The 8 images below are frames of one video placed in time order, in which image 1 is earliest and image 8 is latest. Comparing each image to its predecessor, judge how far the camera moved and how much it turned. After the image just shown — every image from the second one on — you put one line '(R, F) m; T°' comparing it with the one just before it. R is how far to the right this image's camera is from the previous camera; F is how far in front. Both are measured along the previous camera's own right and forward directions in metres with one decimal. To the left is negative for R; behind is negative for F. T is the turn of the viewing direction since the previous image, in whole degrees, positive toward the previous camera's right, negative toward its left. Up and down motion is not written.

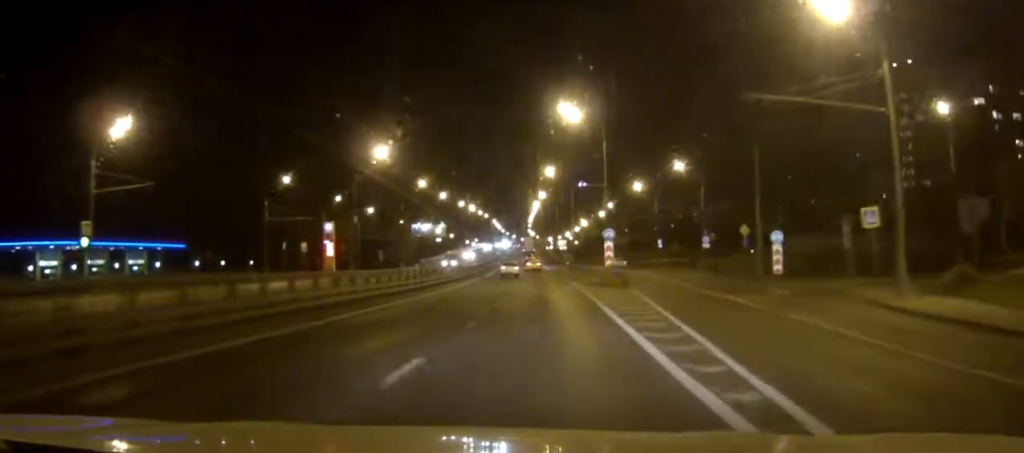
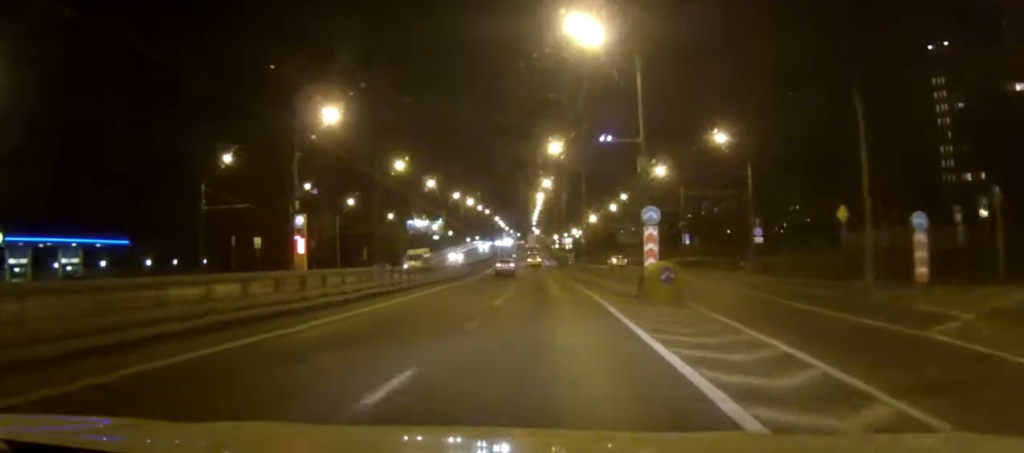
(0.0, +17.3) m; 0°
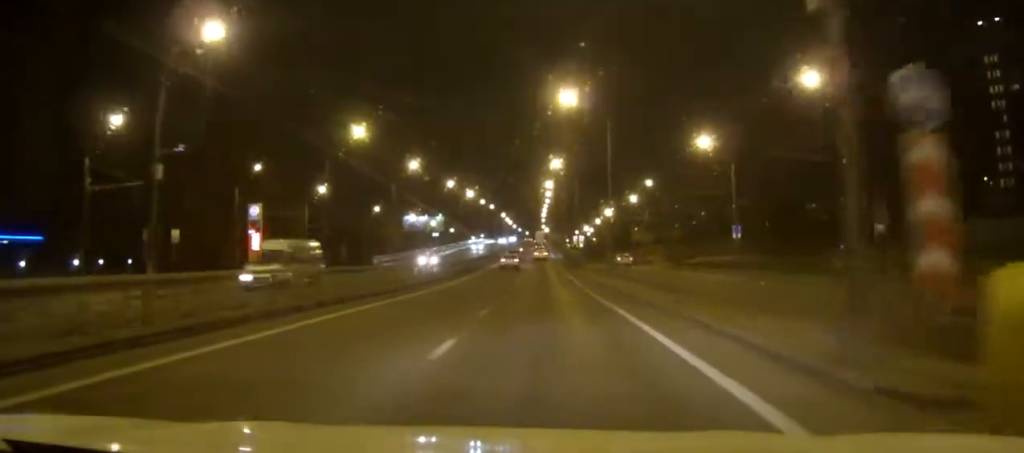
(-0.1, +20.5) m; -1°
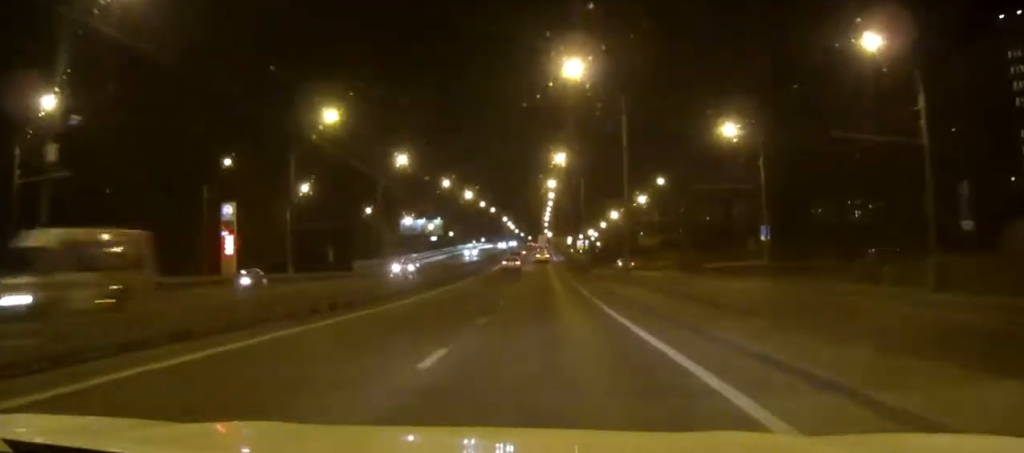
(0.0, +9.2) m; 0°
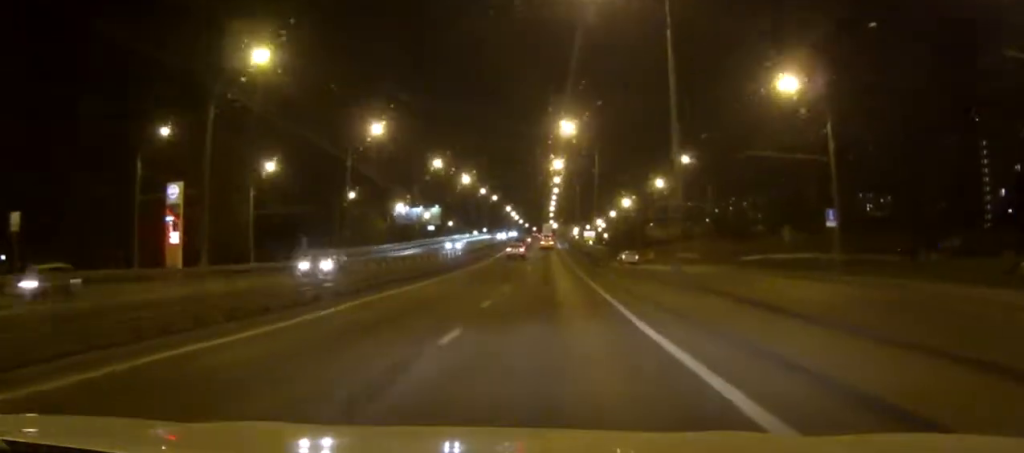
(-0.1, +14.0) m; 0°
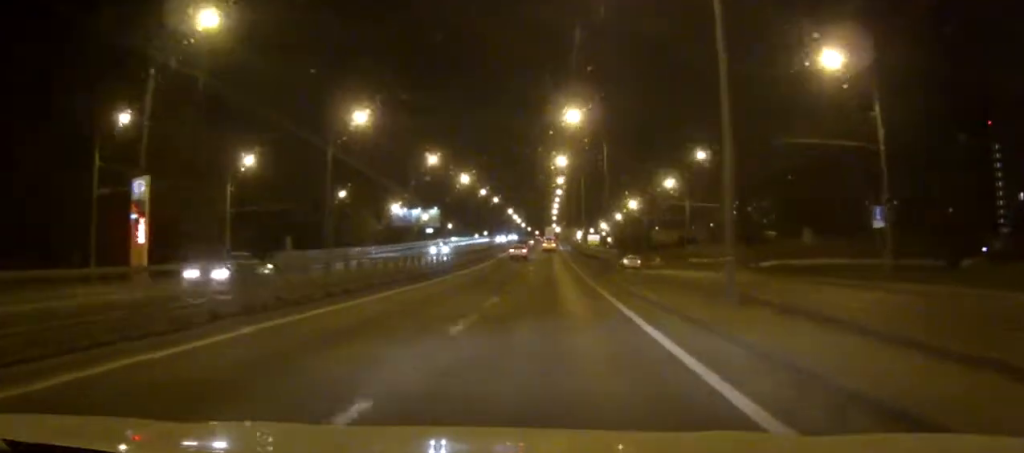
(0.0, +7.0) m; 0°
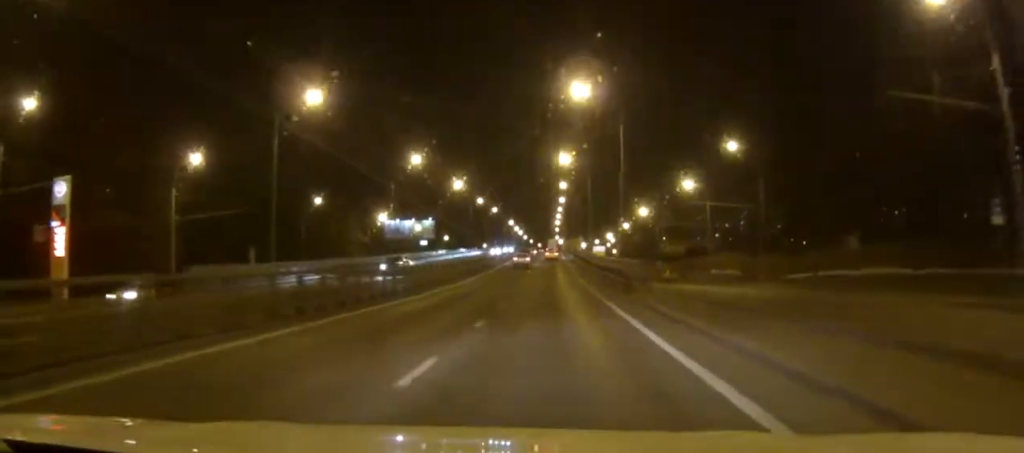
(0.0, +12.4) m; 0°
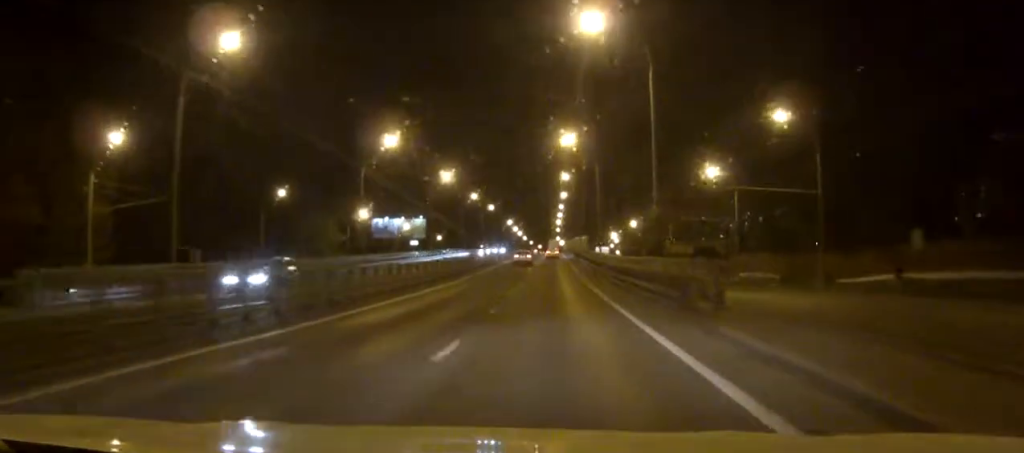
(-0.1, +13.5) m; 0°
